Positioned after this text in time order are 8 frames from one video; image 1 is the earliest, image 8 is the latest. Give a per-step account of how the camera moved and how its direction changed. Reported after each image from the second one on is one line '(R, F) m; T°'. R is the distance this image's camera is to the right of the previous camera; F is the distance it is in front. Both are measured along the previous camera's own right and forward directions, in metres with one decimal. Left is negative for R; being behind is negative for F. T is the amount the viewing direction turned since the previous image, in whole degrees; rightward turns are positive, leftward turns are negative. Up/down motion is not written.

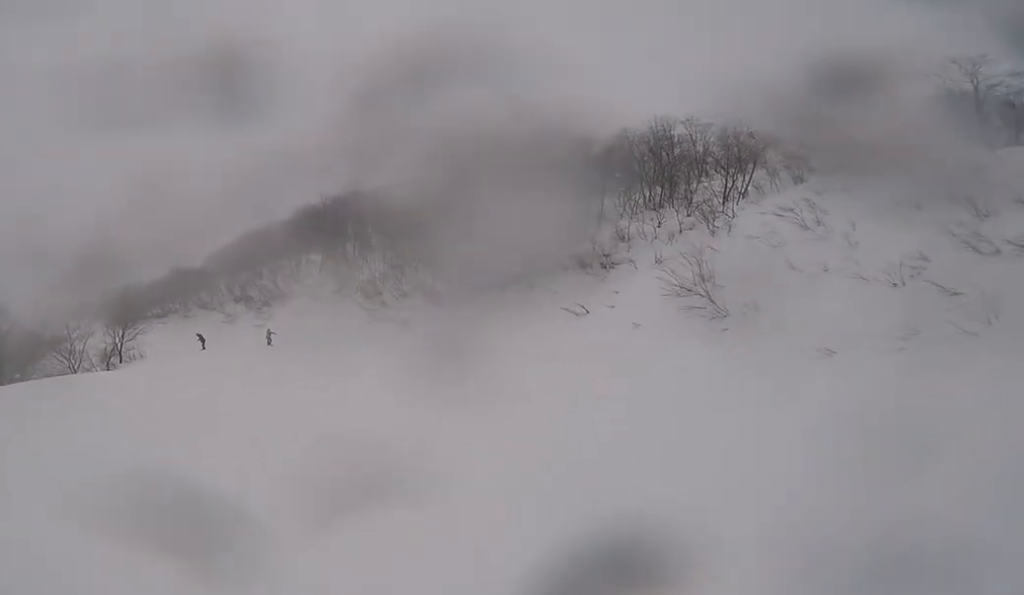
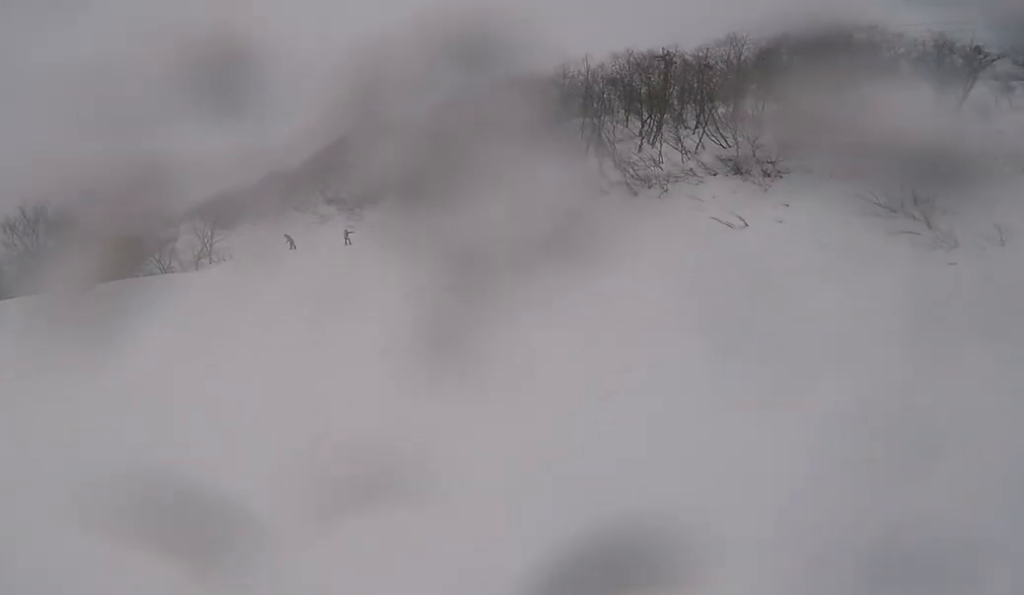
(0.0, +3.3) m; -6°
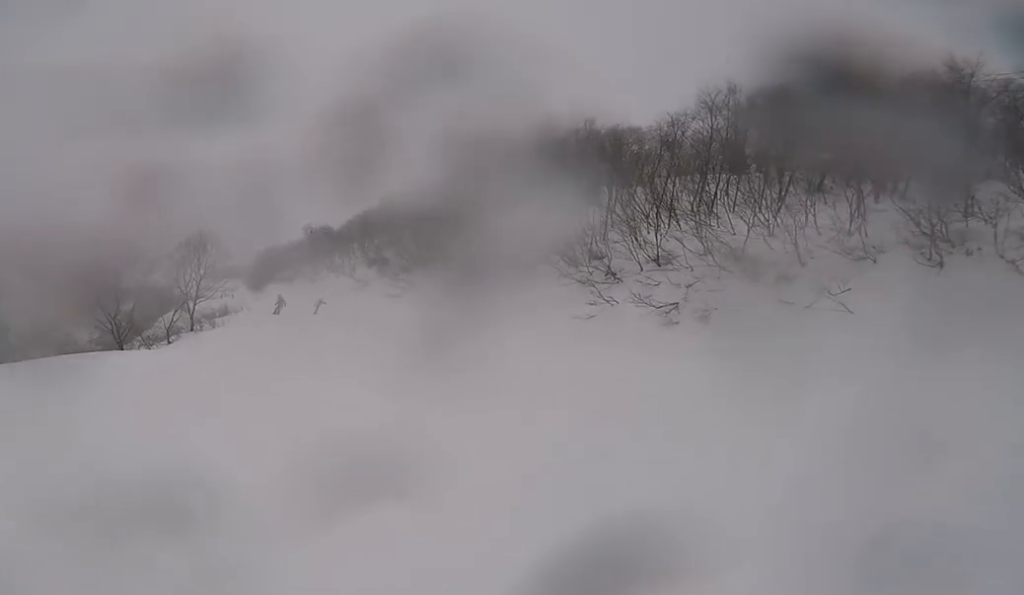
(-1.4, +13.9) m; +4°
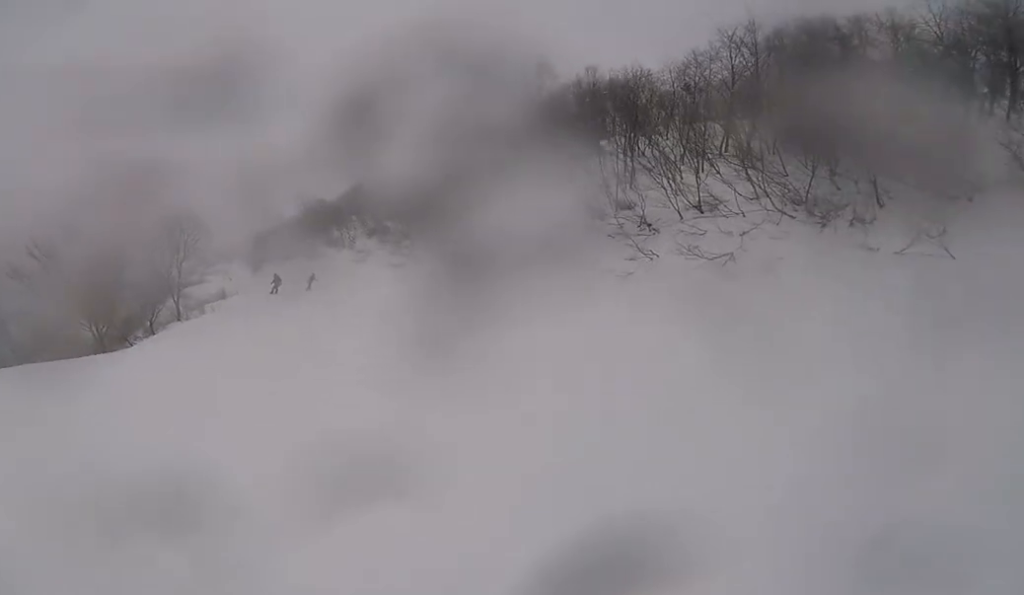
(+0.5, +2.8) m; -1°
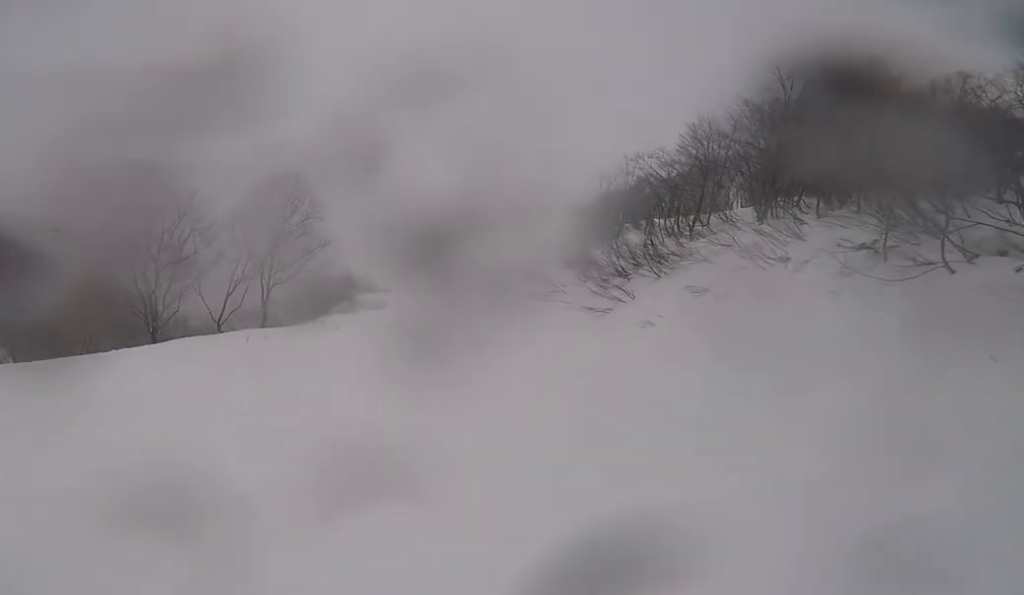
(-1.7, +10.4) m; -15°
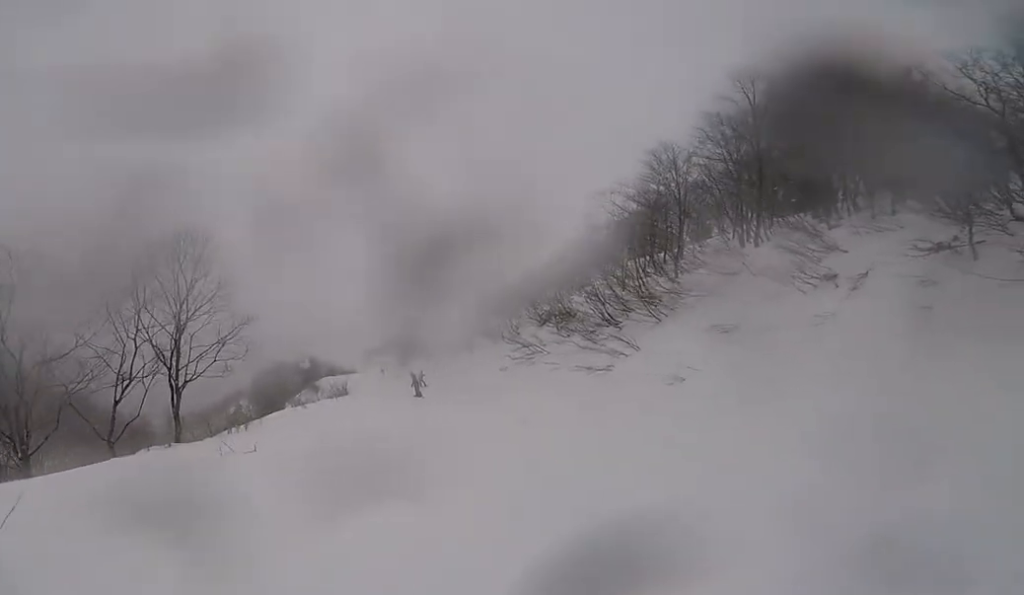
(-0.2, +5.3) m; +2°
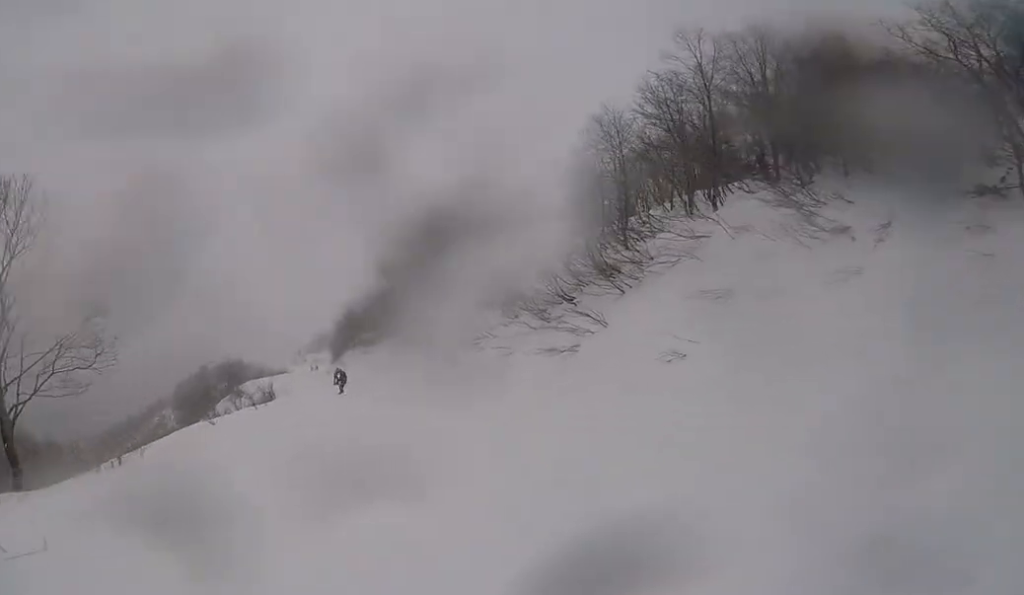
(+0.3, +4.3) m; 0°
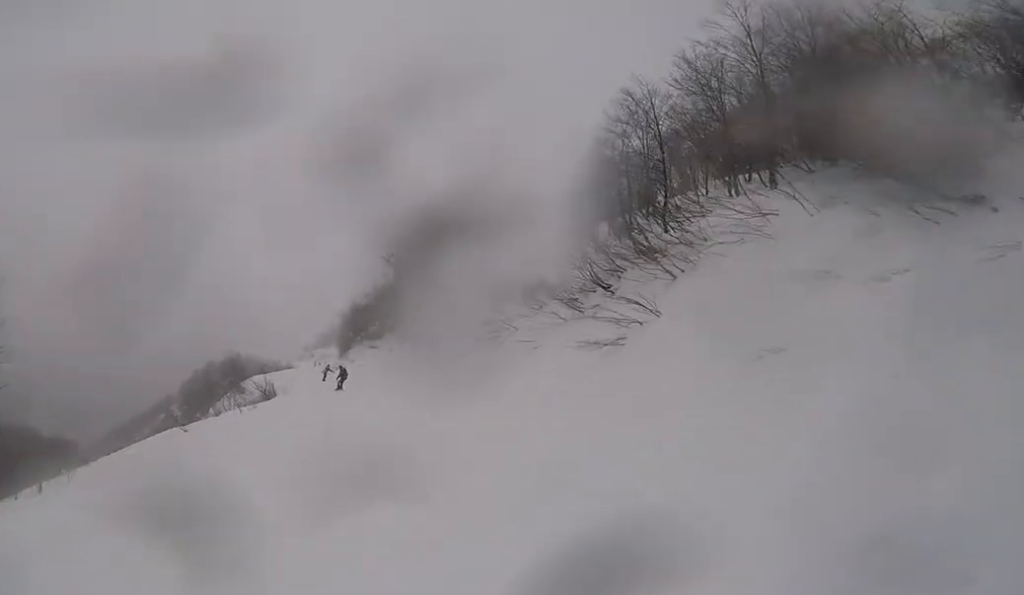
(0.0, +3.2) m; -1°
